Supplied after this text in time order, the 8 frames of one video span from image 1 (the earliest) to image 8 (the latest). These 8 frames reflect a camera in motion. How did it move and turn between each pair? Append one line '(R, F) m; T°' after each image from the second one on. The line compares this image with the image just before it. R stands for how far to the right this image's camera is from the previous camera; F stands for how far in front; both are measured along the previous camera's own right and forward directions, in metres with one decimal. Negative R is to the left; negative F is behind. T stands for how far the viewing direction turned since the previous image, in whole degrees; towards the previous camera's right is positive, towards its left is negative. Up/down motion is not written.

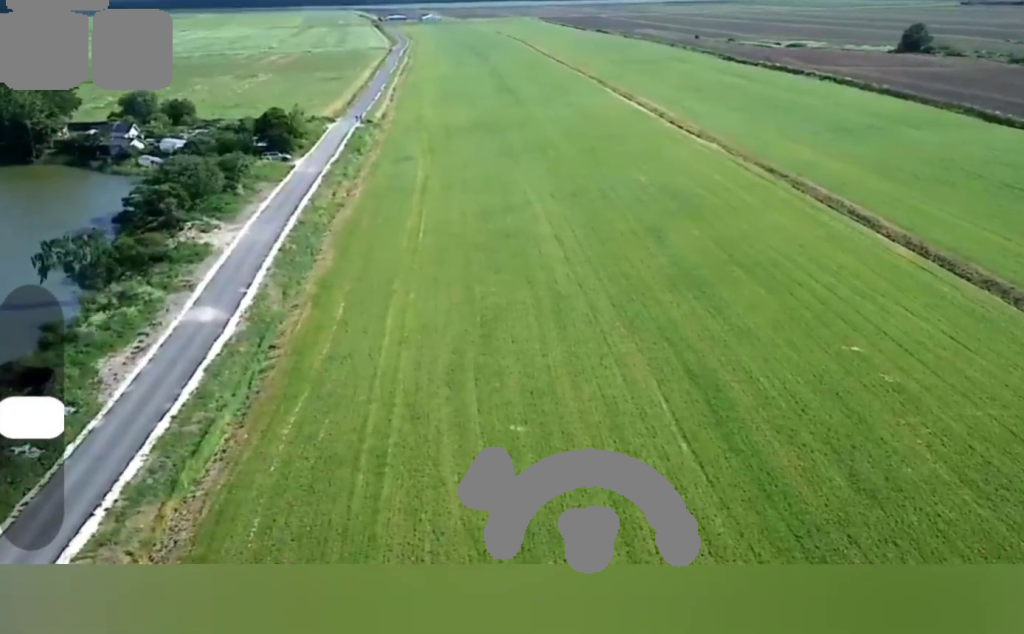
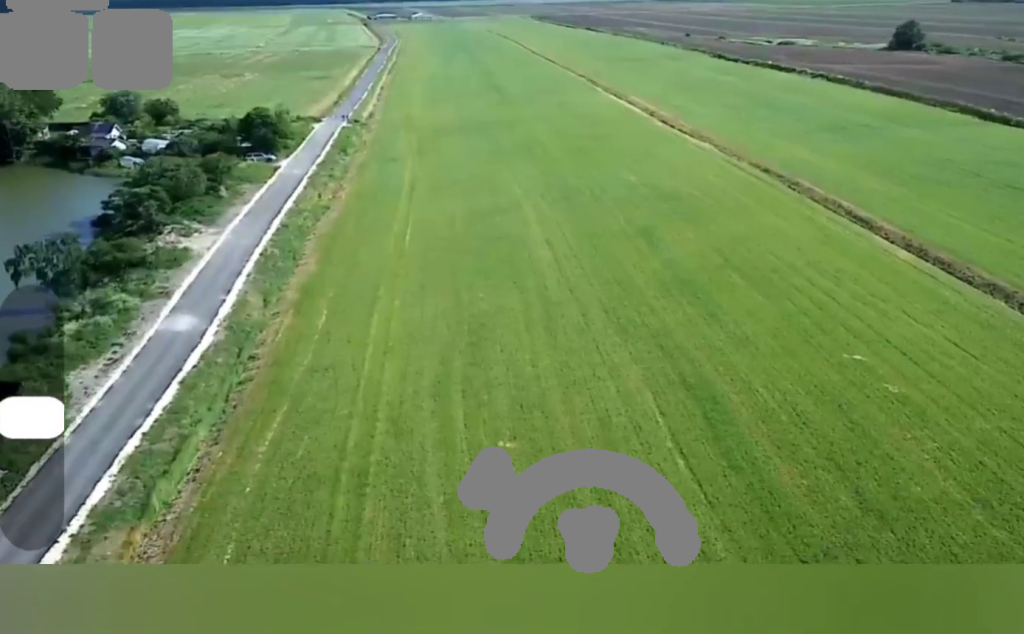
(0.0, +4.1) m; 0°
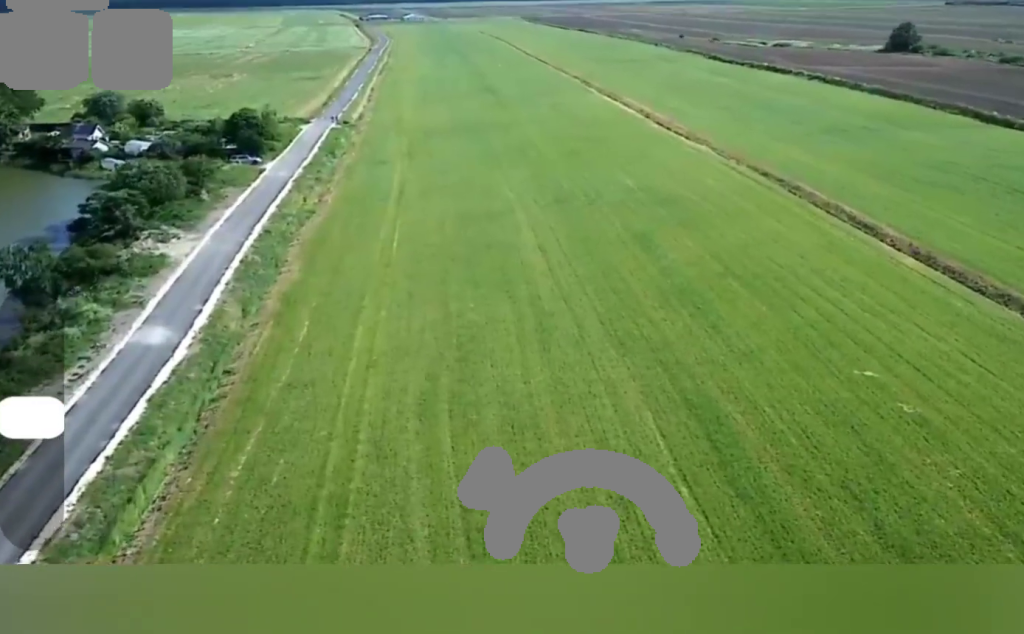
(0.0, +6.1) m; -1°
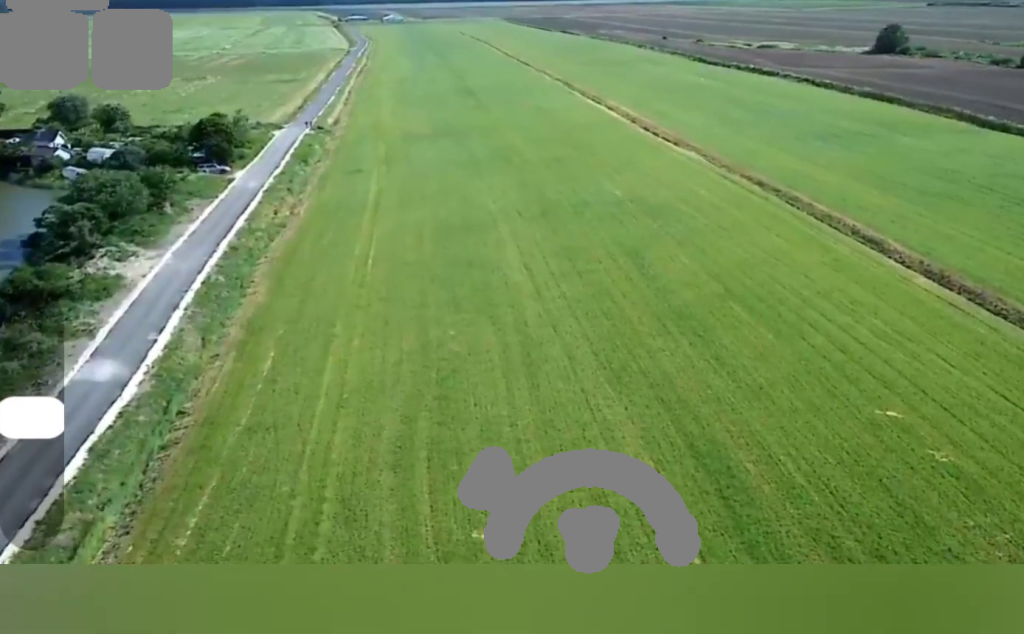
(-0.2, +9.5) m; -1°
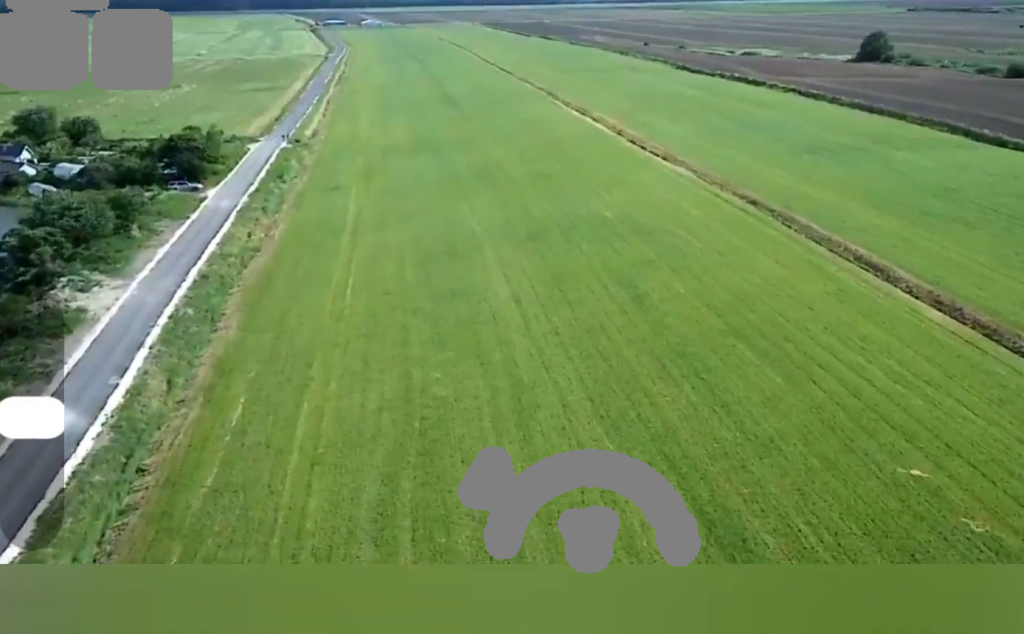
(0.0, +6.9) m; 0°
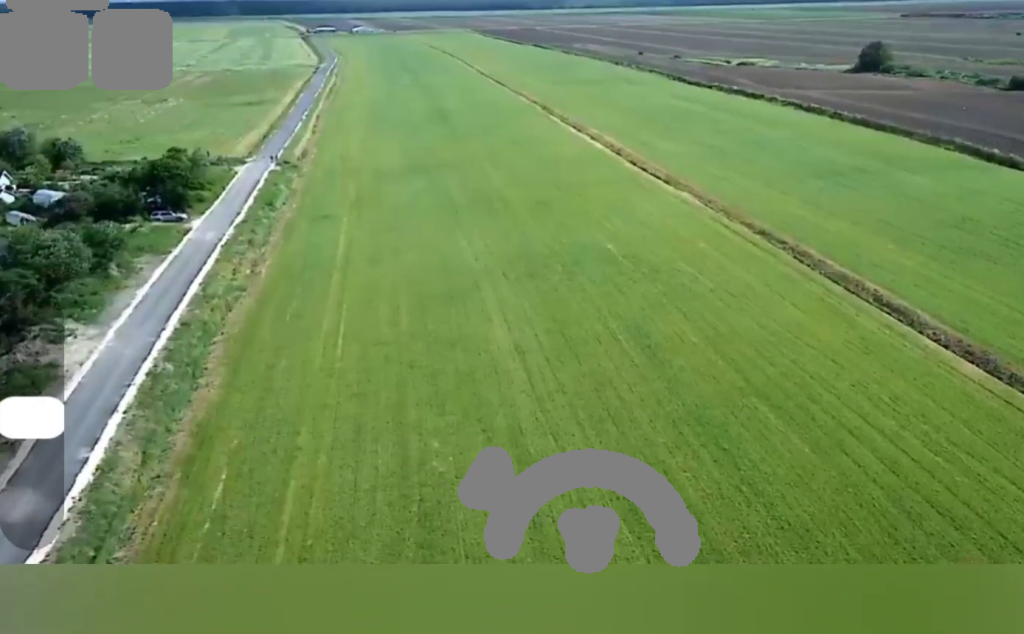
(0.0, +8.9) m; 0°
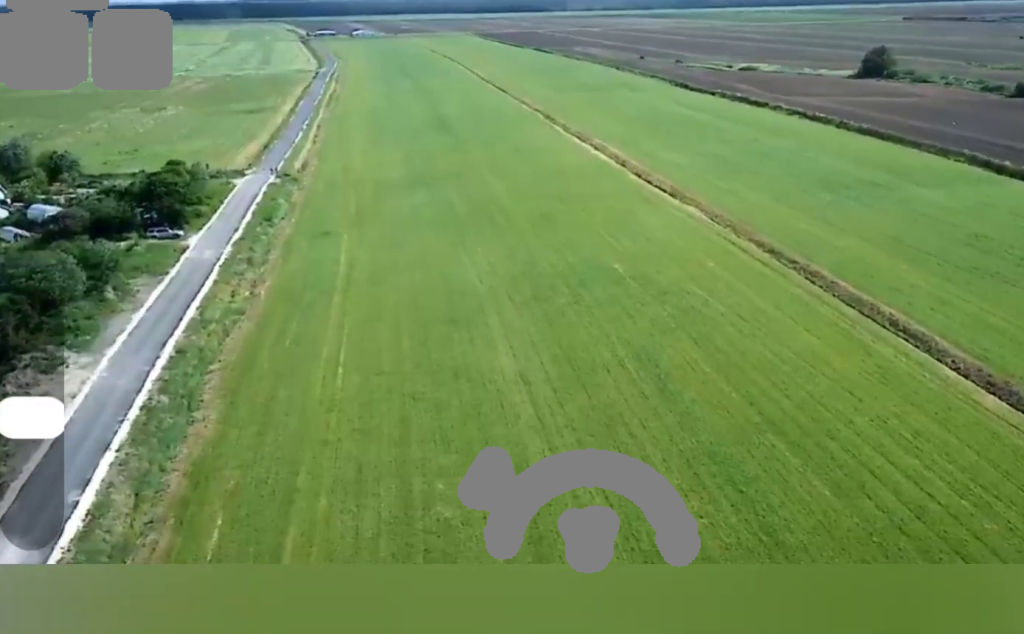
(0.0, +3.5) m; 0°
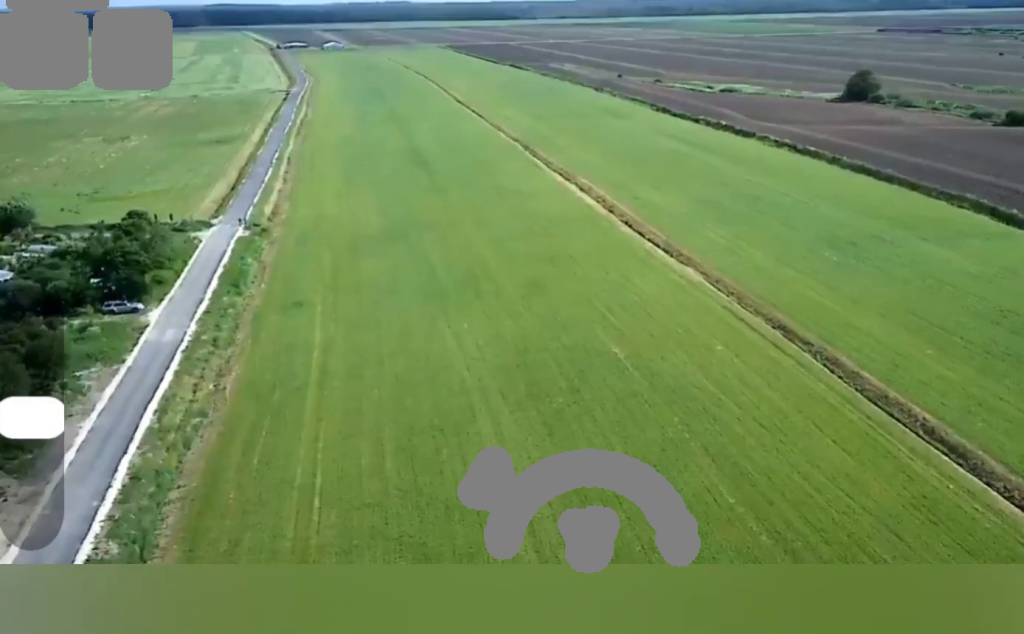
(+0.3, +15.3) m; +3°
